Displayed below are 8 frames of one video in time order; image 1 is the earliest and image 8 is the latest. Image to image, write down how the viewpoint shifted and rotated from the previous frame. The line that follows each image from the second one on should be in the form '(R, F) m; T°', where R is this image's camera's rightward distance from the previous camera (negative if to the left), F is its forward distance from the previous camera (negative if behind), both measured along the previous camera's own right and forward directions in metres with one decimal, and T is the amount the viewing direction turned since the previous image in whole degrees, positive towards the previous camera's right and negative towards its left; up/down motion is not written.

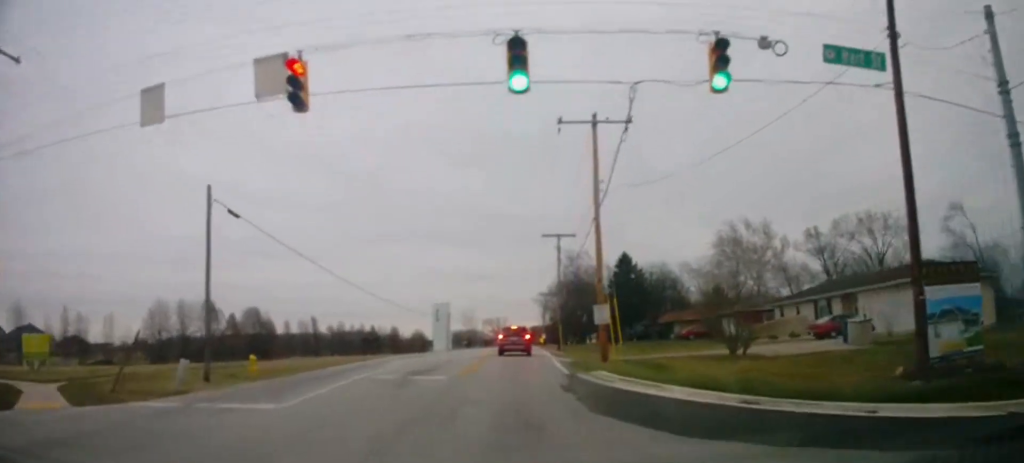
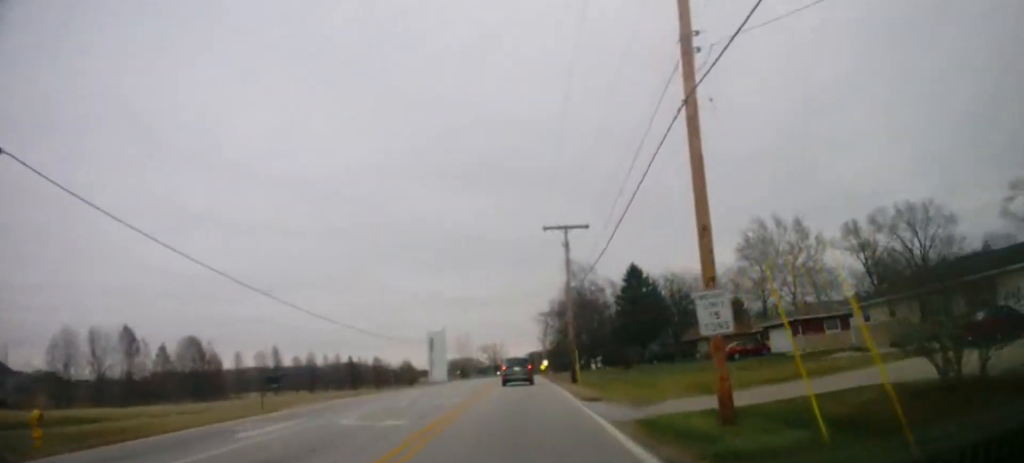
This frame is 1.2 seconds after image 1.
(0.0, +14.0) m; 0°
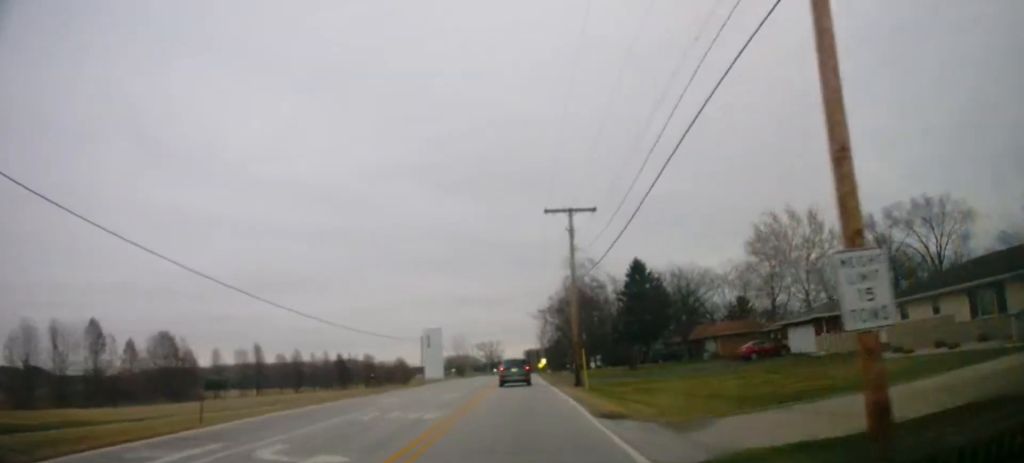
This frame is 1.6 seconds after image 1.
(0.0, +4.7) m; 0°
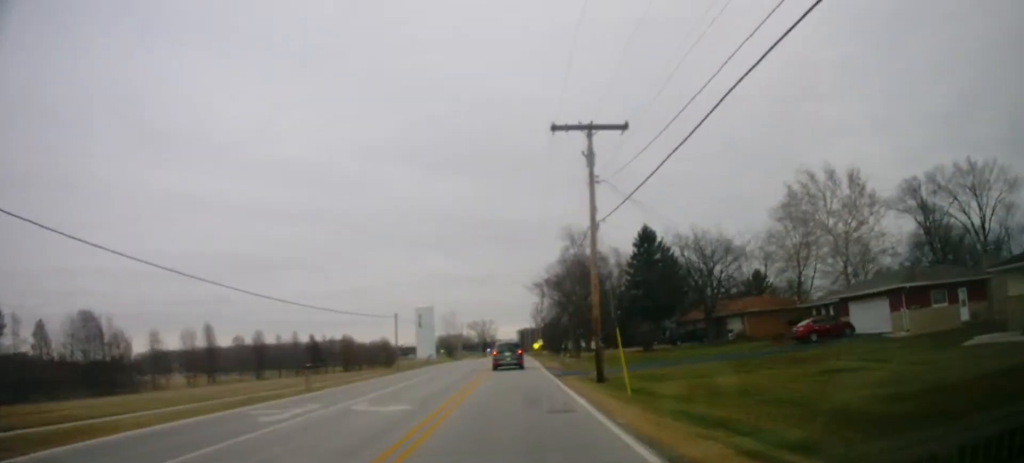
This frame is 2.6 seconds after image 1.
(0.0, +11.2) m; 0°
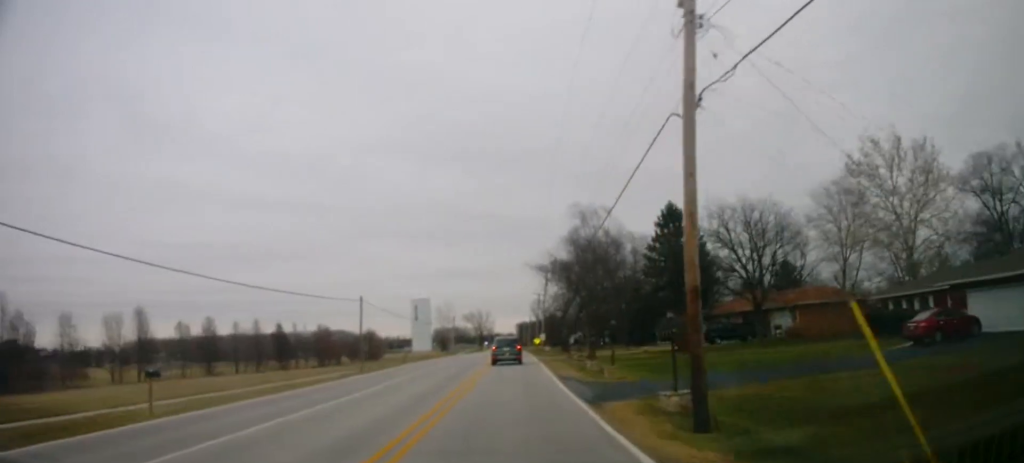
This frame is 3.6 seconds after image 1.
(0.0, +12.5) m; 0°
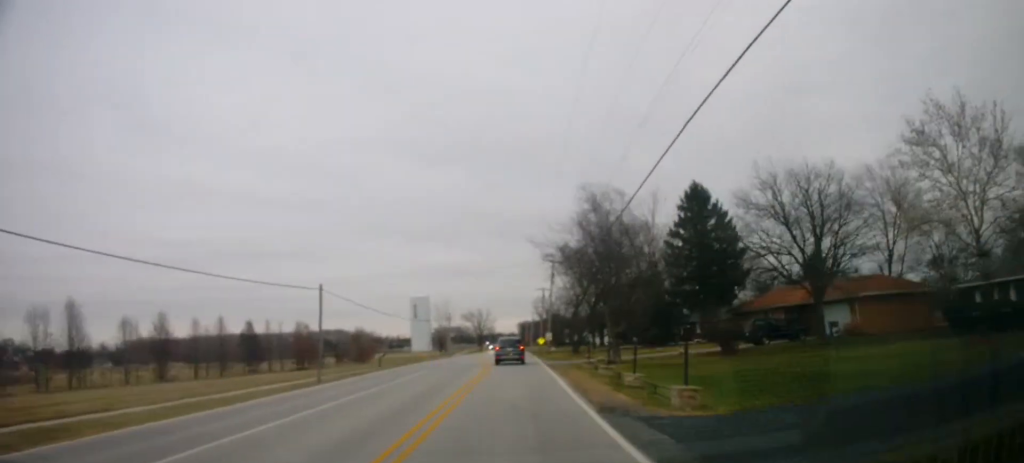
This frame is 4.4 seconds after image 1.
(0.0, +9.8) m; -1°
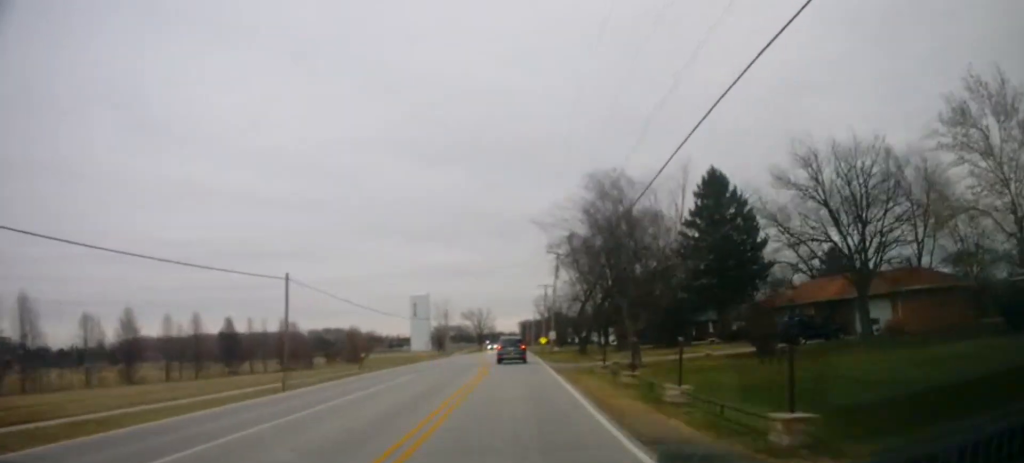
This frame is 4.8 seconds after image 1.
(+0.1, +5.4) m; -1°
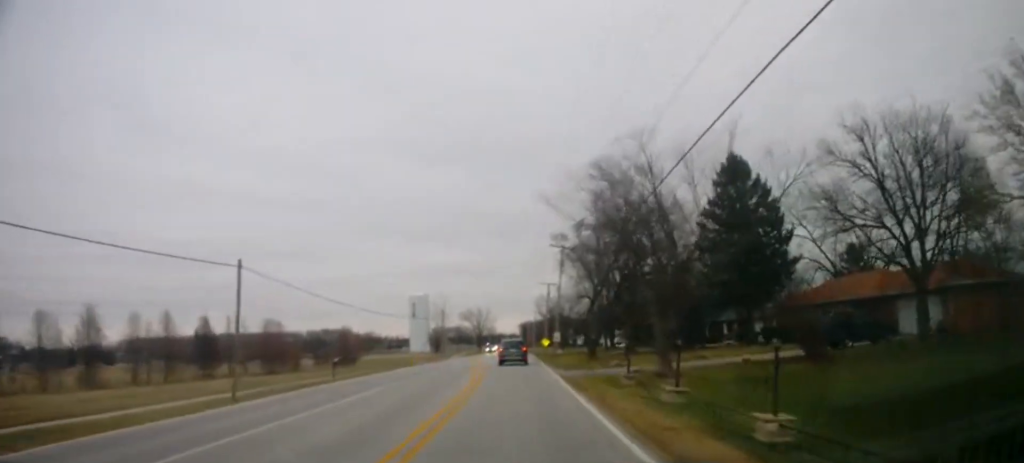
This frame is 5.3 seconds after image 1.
(-0.1, +5.6) m; 0°
